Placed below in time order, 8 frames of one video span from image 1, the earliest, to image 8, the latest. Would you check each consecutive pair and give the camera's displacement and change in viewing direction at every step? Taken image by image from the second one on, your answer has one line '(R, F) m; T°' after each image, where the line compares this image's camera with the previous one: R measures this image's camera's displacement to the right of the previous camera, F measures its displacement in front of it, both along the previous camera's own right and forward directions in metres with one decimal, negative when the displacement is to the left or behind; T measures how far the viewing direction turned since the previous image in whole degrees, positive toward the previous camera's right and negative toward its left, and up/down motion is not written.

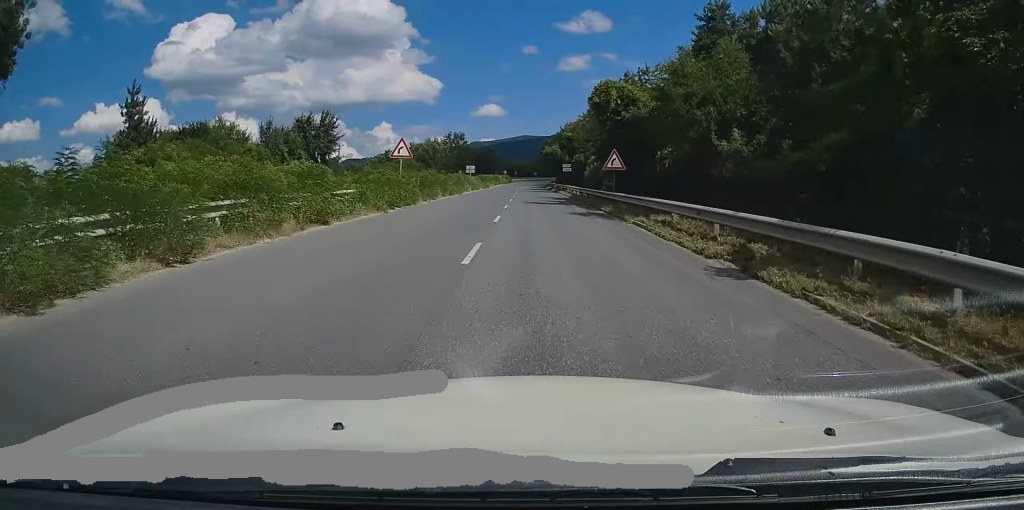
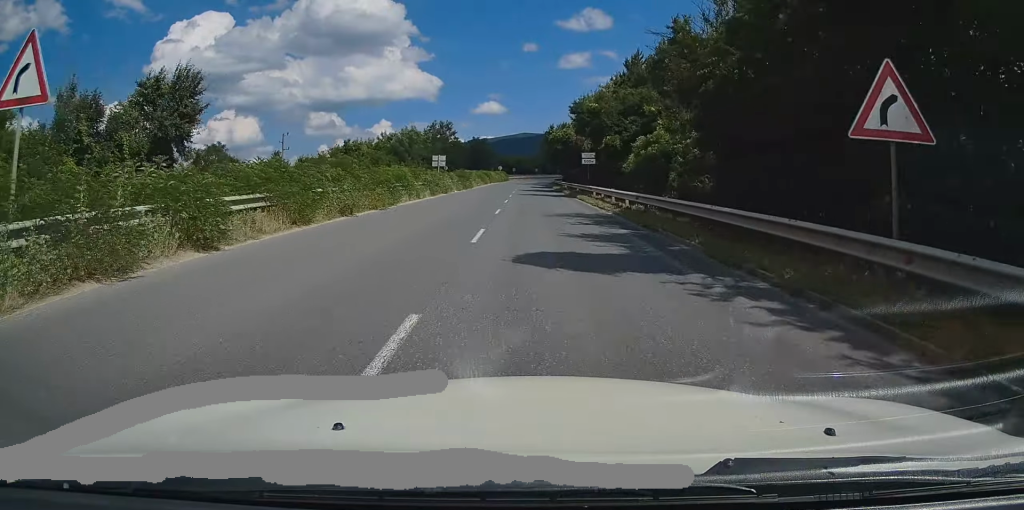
(+0.2, +24.3) m; +1°
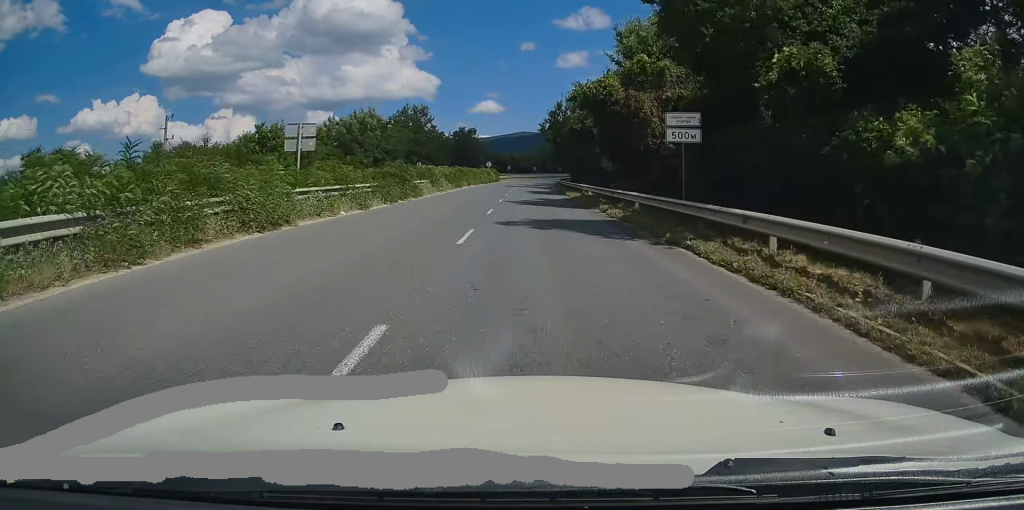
(+0.1, +27.4) m; 0°
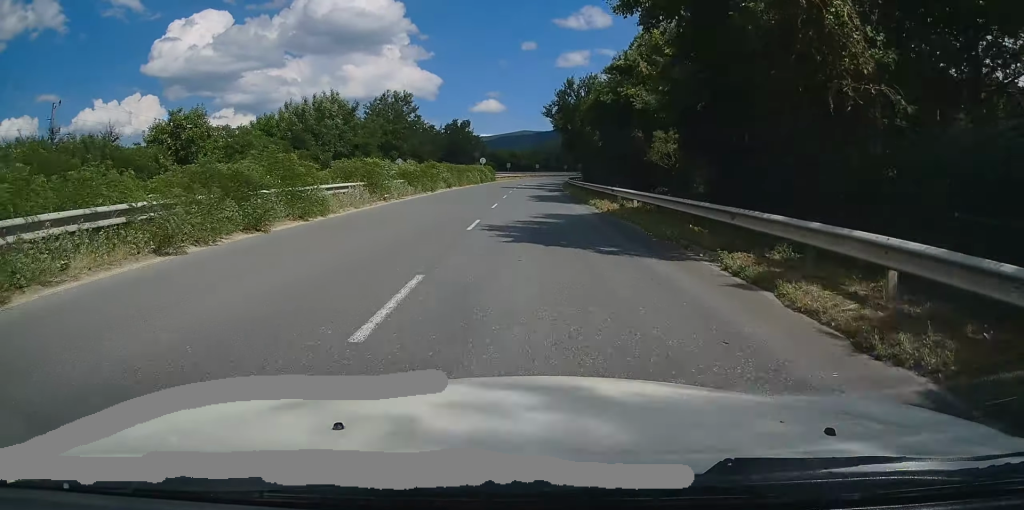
(-0.1, +15.5) m; 0°
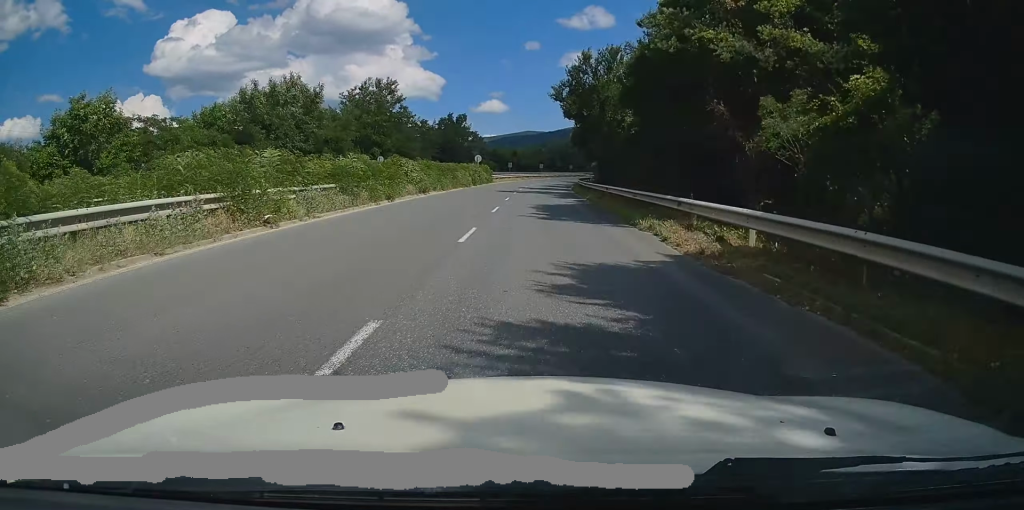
(0.0, +11.4) m; 0°
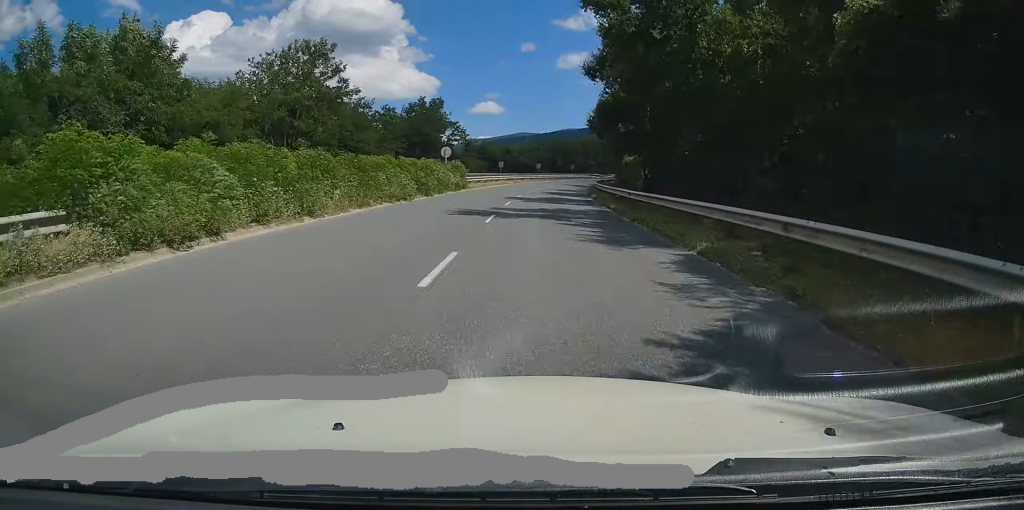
(0.0, +22.5) m; 0°
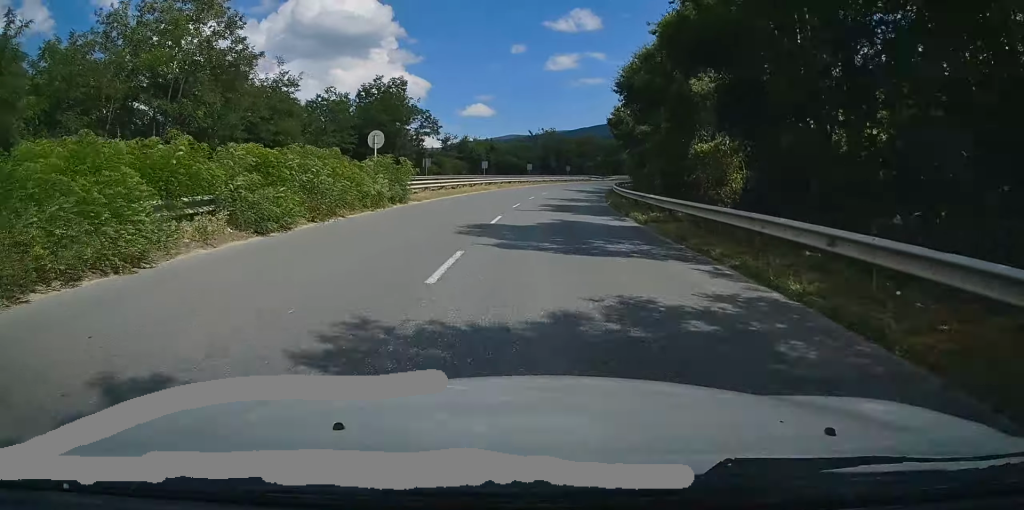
(+0.1, +17.6) m; +1°
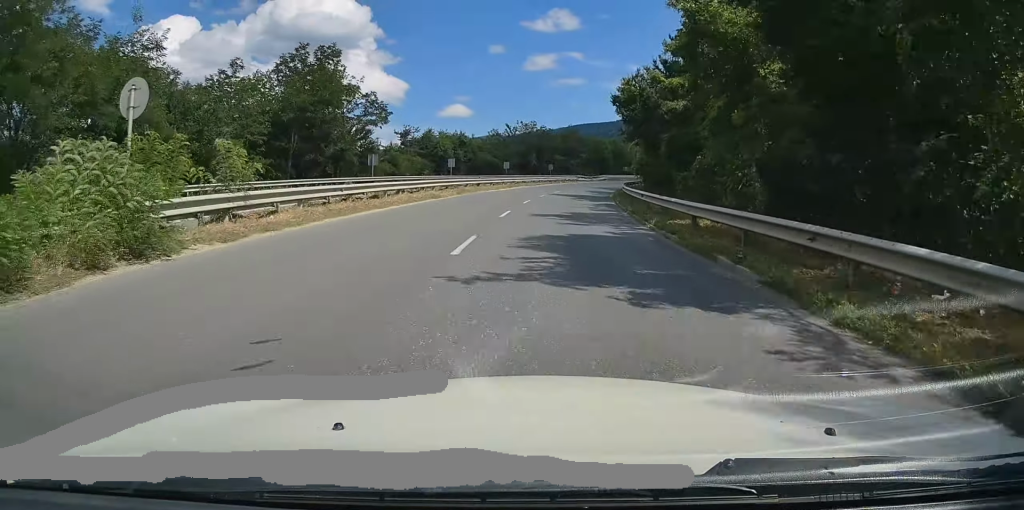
(+0.1, +15.3) m; +1°
